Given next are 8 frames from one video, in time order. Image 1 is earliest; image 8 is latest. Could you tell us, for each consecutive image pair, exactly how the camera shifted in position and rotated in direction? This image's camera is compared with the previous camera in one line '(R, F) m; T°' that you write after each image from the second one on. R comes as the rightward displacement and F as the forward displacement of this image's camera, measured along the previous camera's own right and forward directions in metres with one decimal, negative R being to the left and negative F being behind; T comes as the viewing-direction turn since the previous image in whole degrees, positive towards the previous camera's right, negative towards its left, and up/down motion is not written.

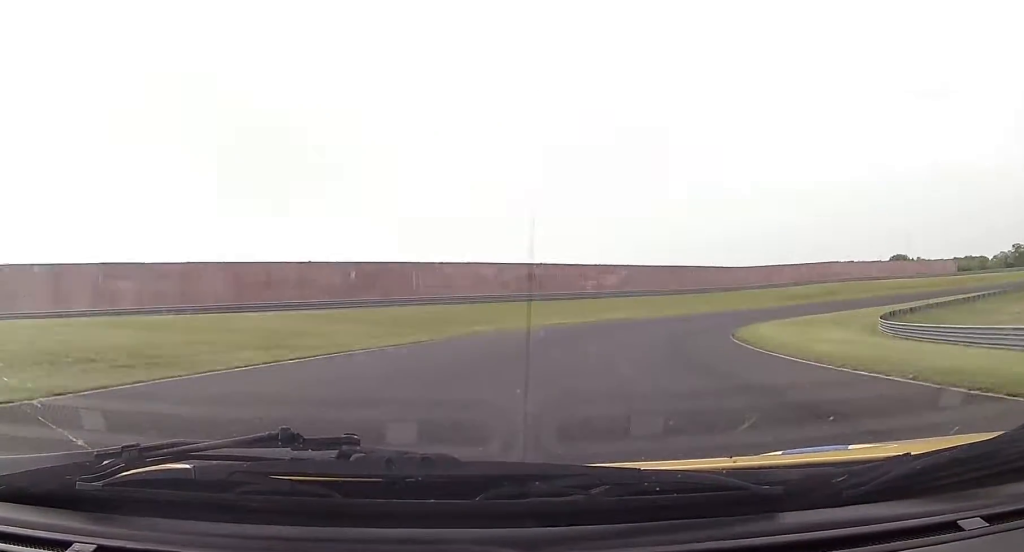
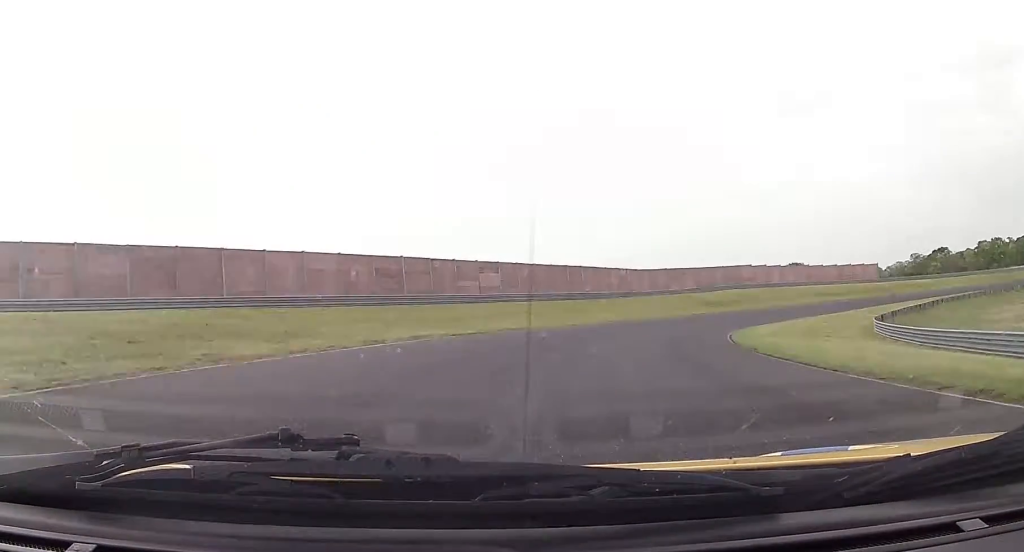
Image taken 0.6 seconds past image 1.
(+2.6, +18.8) m; +10°
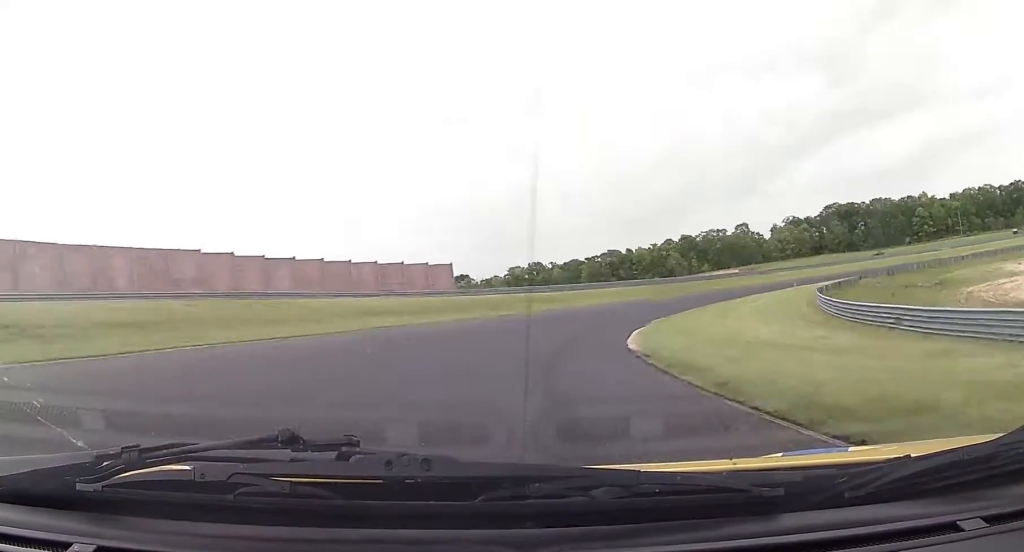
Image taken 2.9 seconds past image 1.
(+24.4, +66.2) m; +42°
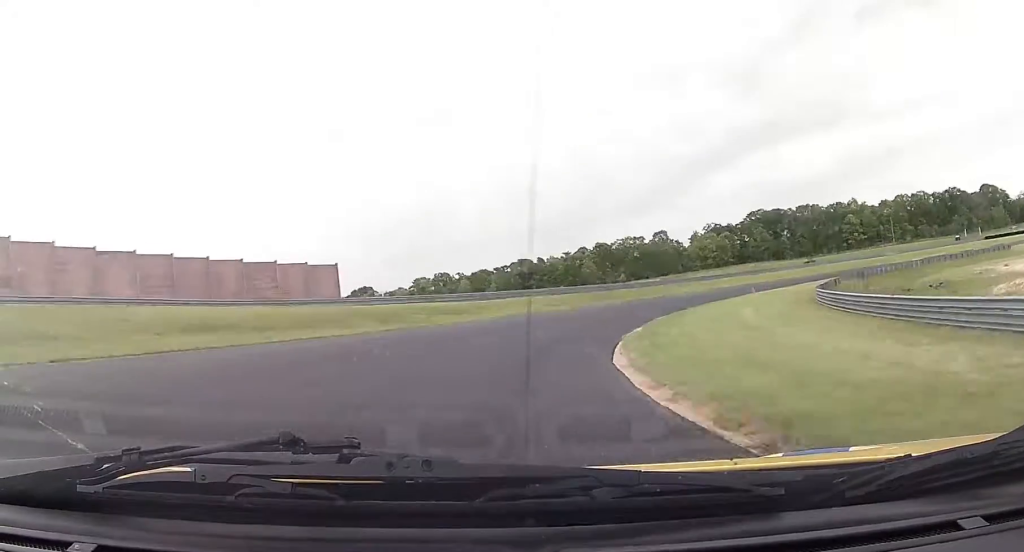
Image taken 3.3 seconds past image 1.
(+1.8, +14.1) m; +8°
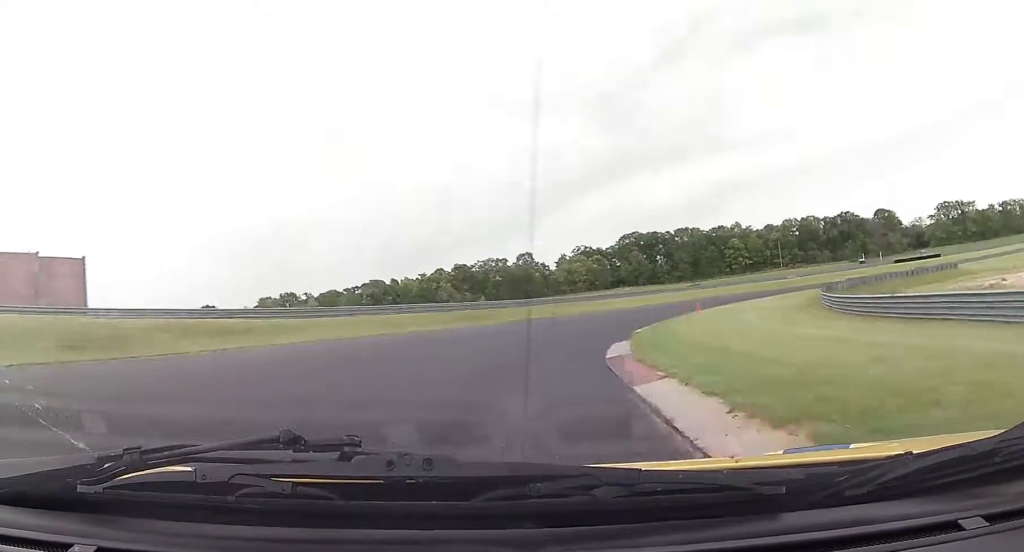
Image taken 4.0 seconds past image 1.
(+1.1, +22.0) m; +12°
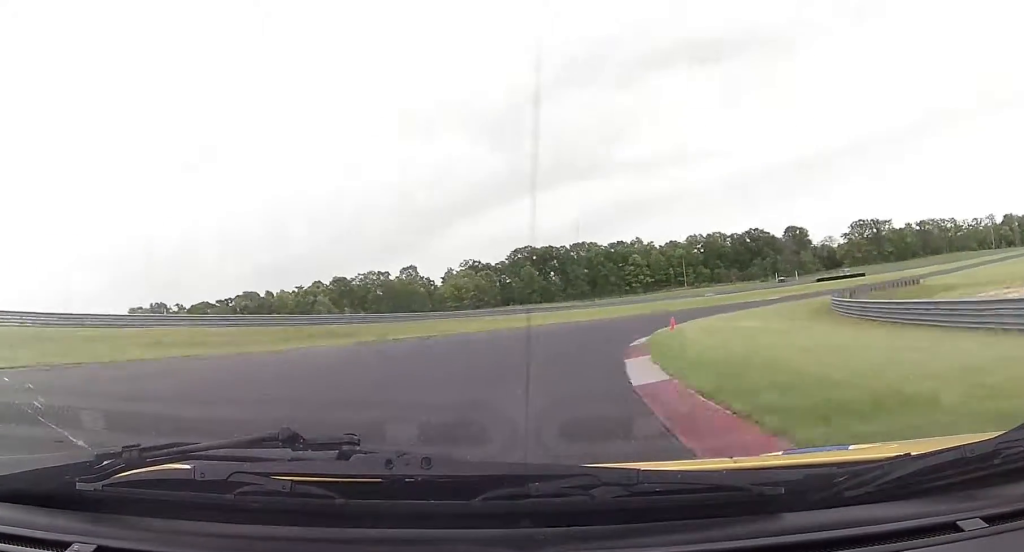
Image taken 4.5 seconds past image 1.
(+2.7, +17.9) m; +9°
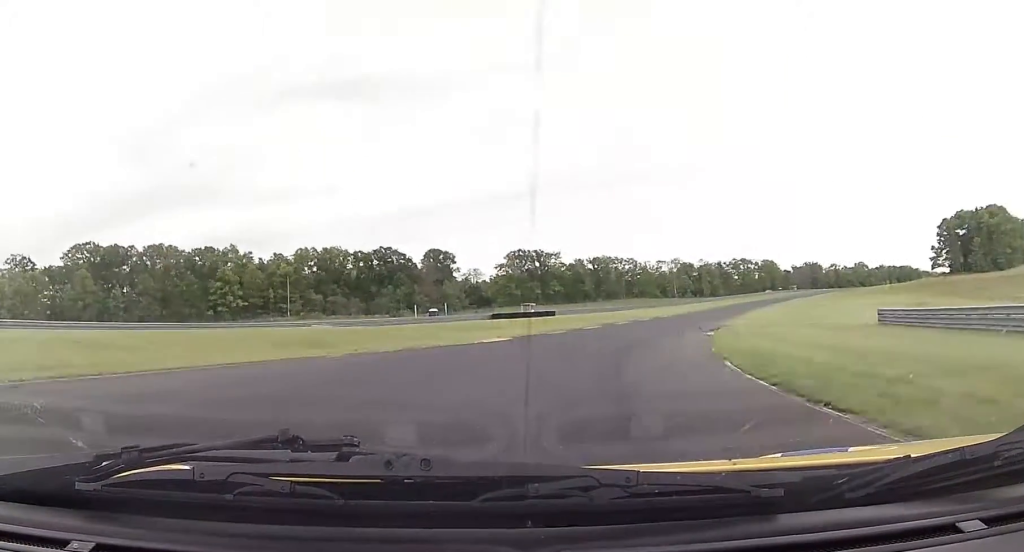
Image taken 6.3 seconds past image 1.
(+16.7, +59.2) m; +31°
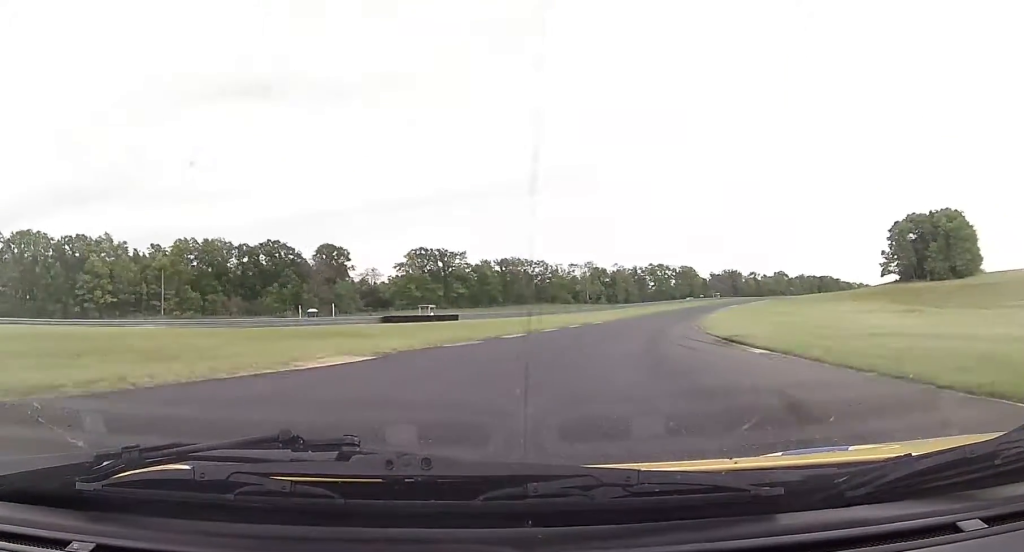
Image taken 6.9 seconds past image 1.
(+1.0, +19.8) m; +8°
